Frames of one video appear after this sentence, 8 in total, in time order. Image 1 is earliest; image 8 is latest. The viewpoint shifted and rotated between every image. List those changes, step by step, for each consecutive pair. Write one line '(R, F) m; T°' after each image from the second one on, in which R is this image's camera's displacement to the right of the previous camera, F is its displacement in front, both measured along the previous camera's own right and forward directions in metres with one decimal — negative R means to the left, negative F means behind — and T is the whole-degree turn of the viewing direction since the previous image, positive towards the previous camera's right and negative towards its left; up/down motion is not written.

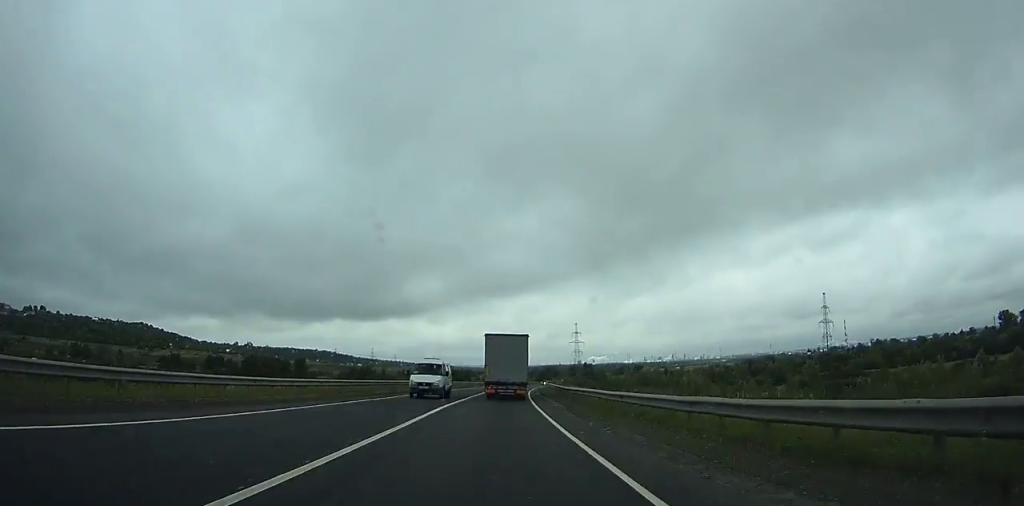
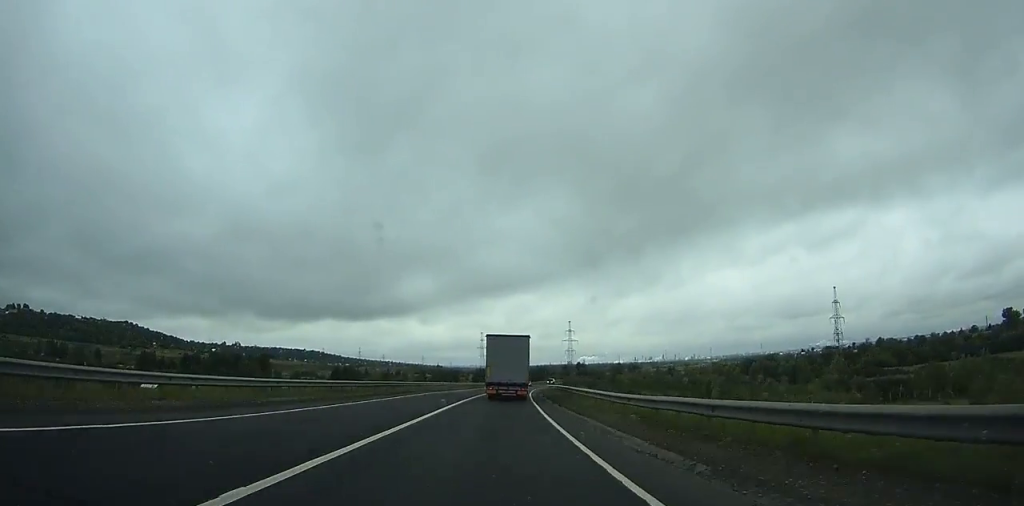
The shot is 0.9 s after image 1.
(+0.3, +17.8) m; +1°
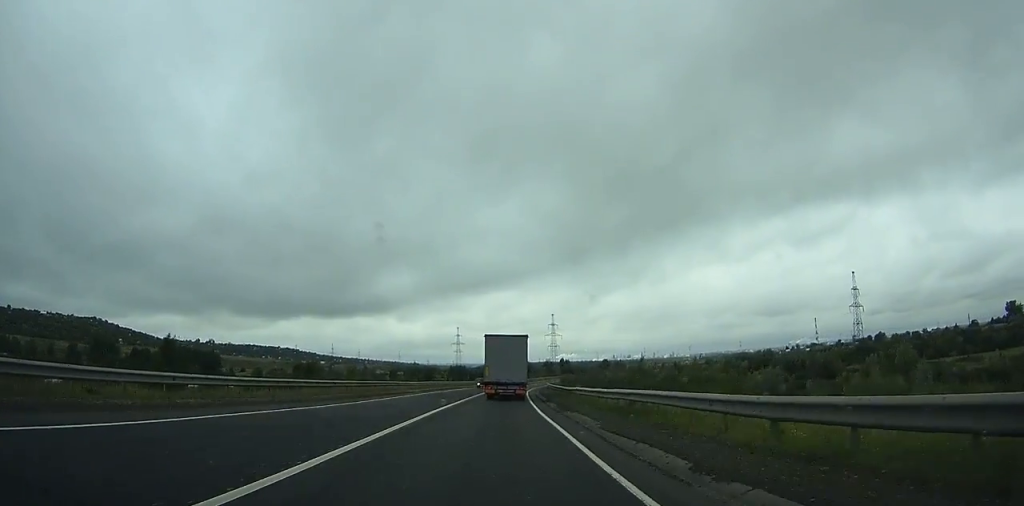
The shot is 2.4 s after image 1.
(+0.4, +31.4) m; +2°
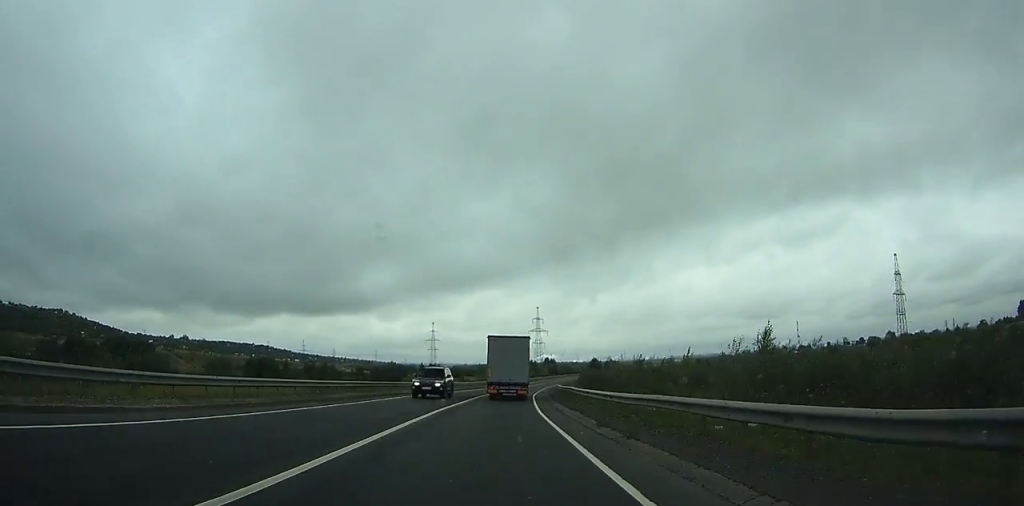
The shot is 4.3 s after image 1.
(+0.7, +39.5) m; +2°
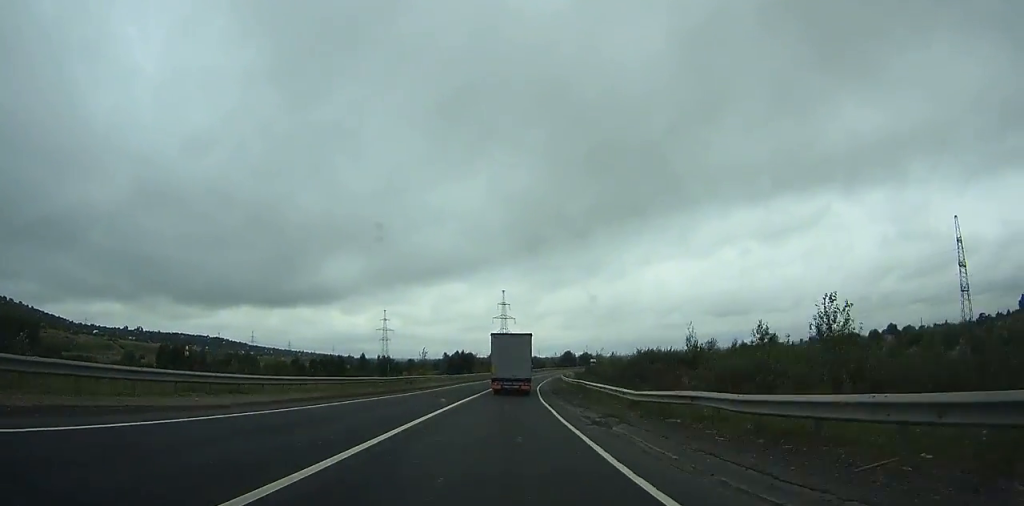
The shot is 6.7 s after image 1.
(+1.3, +47.5) m; +3°
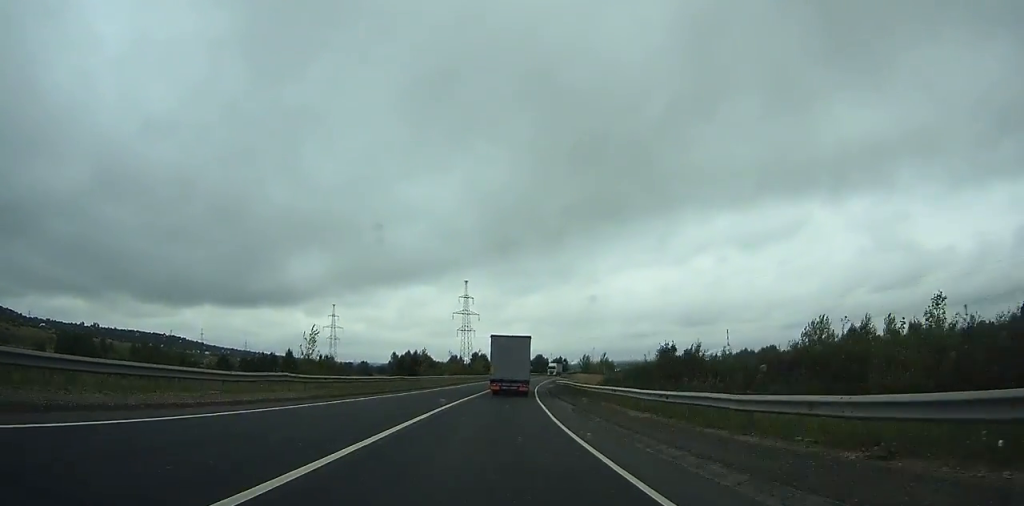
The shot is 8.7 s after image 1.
(+1.2, +42.0) m; +3°
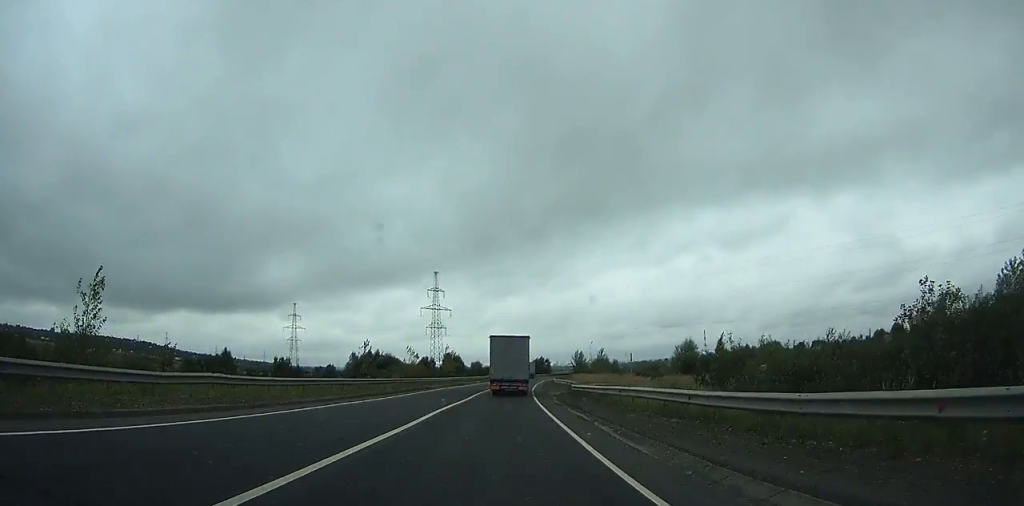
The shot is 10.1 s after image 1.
(+0.3, +27.1) m; +2°
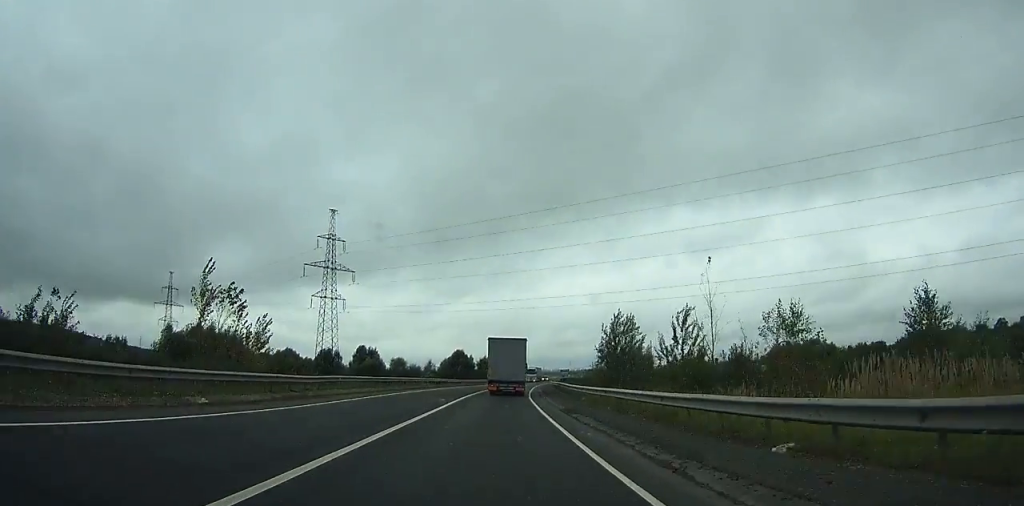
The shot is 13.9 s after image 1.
(+8.3, +77.7) m; +6°
